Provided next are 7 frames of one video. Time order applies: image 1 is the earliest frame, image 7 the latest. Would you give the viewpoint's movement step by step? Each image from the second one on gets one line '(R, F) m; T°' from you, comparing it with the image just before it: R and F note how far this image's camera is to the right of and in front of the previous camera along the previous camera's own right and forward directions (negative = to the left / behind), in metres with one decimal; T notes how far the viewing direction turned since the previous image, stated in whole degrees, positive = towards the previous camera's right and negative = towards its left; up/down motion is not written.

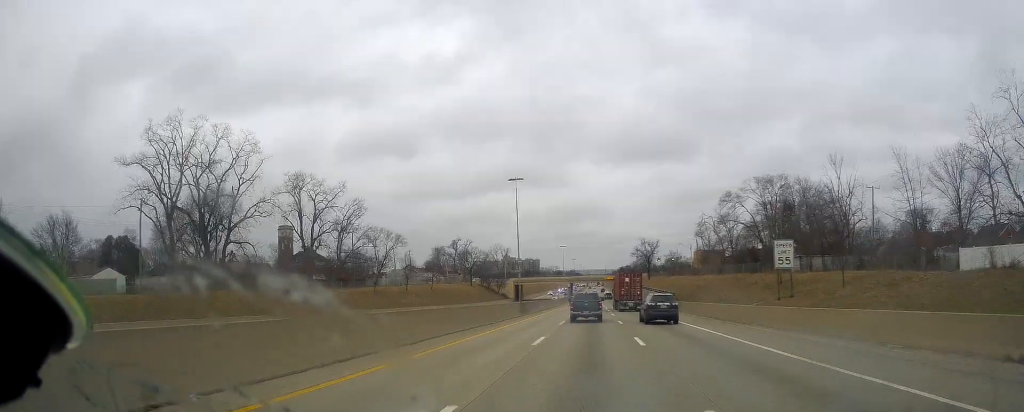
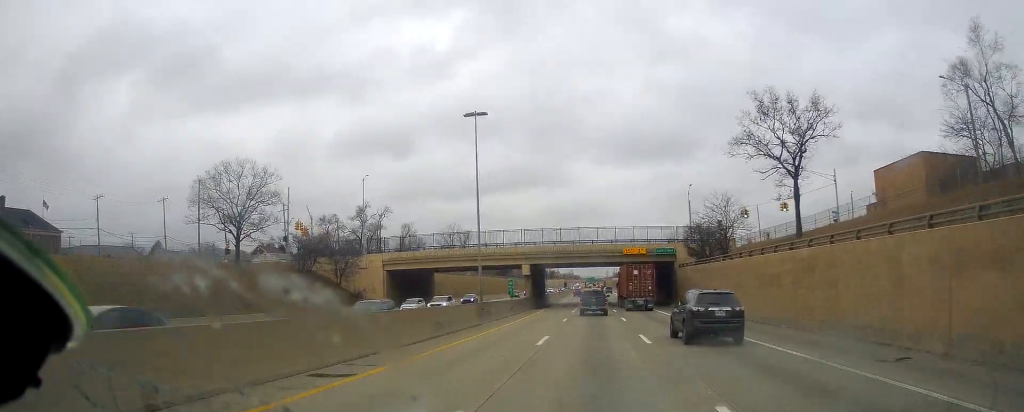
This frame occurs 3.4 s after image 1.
(-2.4, +108.3) m; -1°
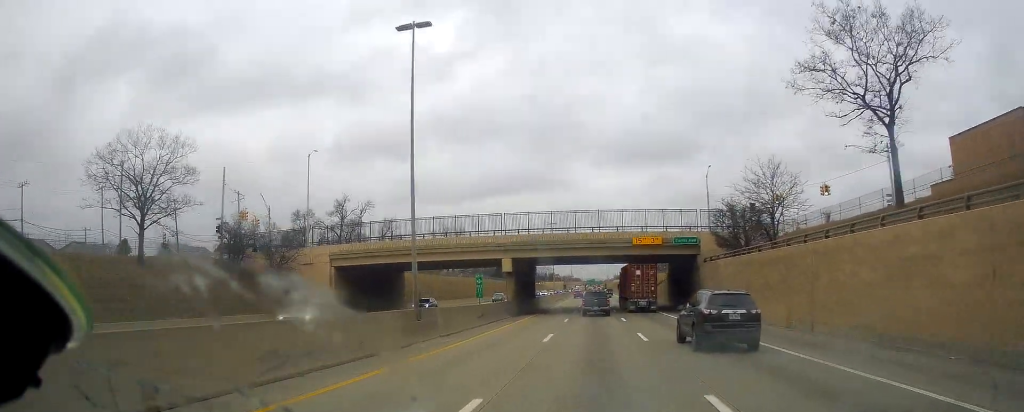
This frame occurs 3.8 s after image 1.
(+0.3, +14.0) m; 0°
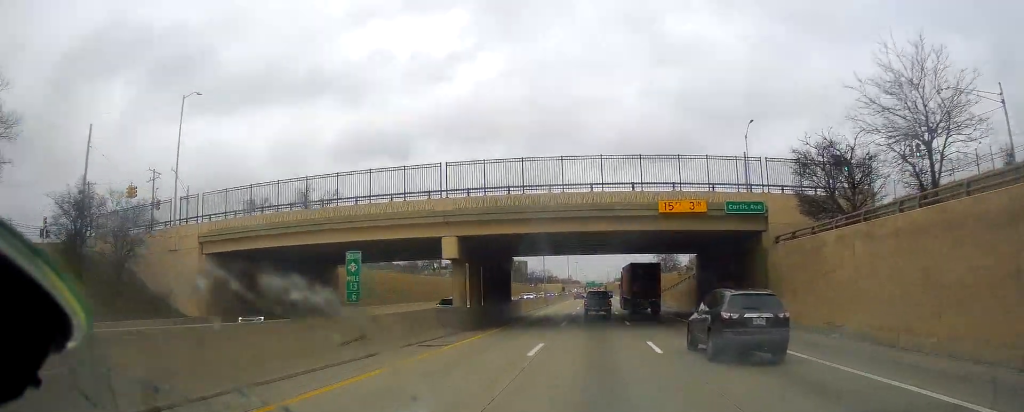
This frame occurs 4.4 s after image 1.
(+0.2, +19.5) m; 0°
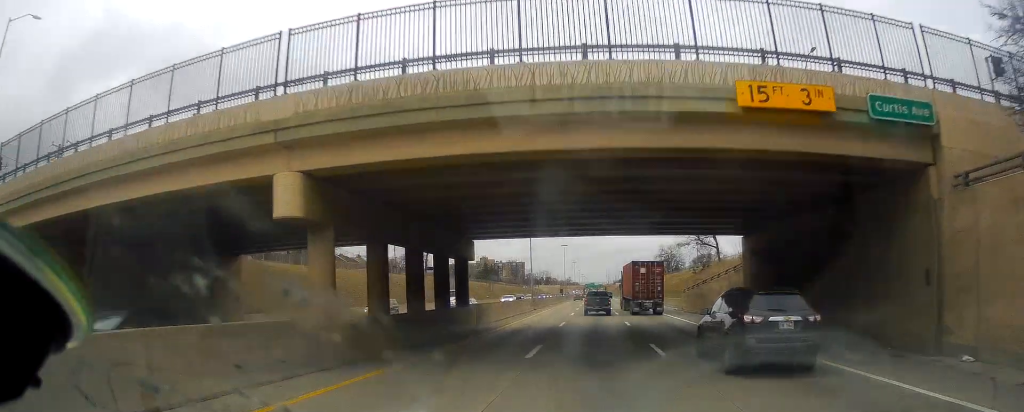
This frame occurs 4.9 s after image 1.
(-0.1, +16.4) m; -1°
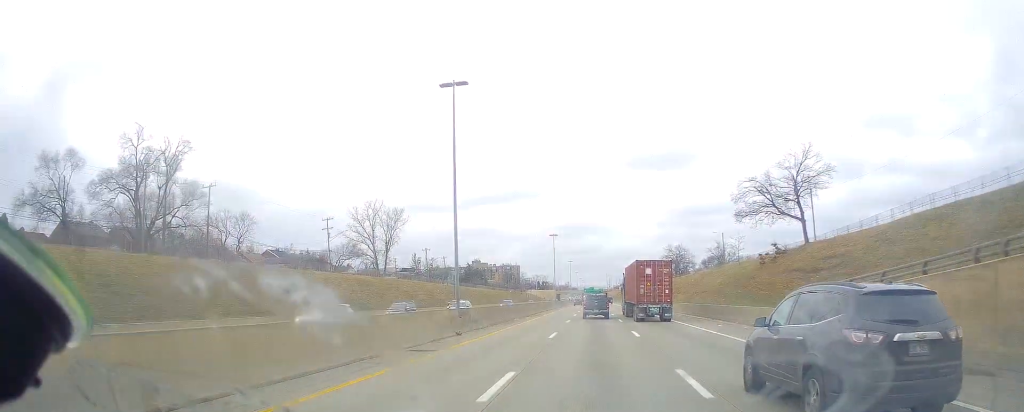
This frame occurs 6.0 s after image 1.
(-0.5, +37.0) m; -1°
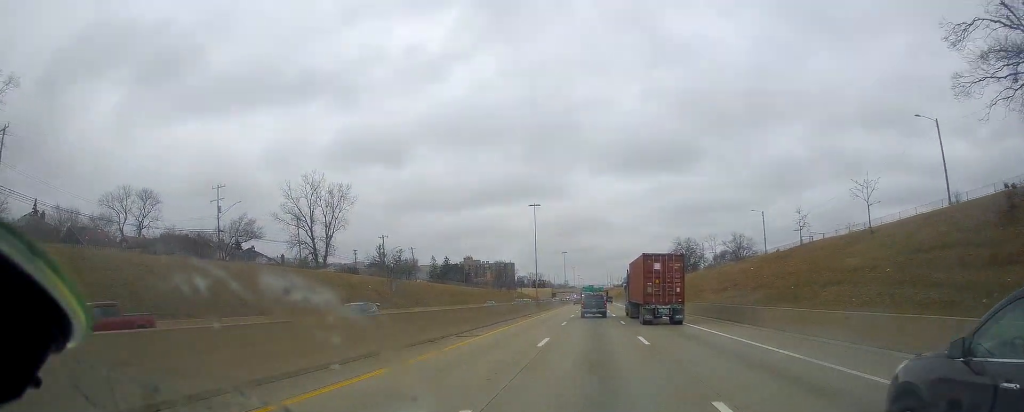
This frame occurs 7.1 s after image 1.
(-0.1, +34.9) m; +1°
